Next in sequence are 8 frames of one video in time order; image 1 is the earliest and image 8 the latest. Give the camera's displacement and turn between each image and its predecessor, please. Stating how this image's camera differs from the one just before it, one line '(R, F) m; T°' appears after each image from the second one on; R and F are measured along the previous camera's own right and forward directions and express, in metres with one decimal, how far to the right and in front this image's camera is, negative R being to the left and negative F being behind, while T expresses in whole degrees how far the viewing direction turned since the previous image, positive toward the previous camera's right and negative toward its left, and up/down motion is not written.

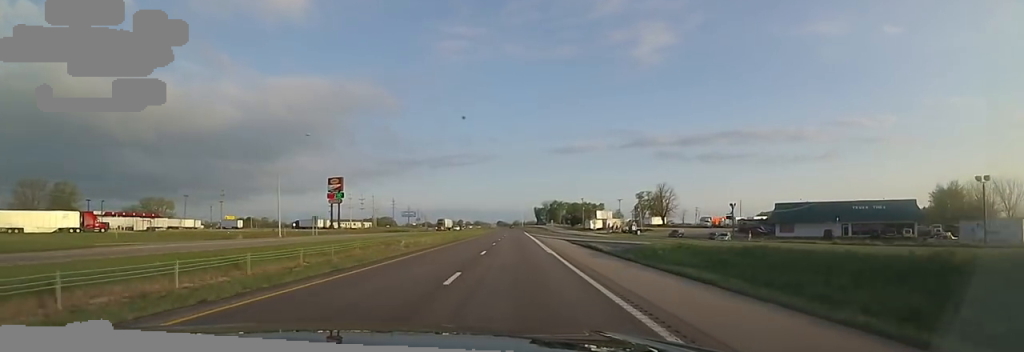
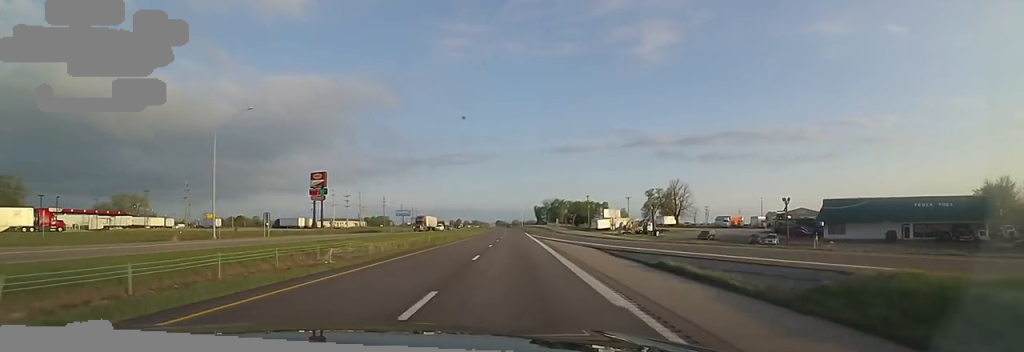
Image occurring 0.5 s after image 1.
(0.0, +16.8) m; 0°
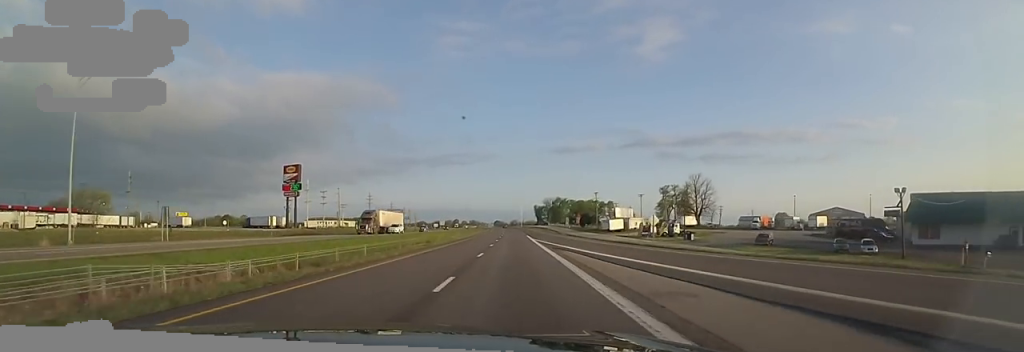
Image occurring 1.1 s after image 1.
(-0.1, +20.8) m; 0°
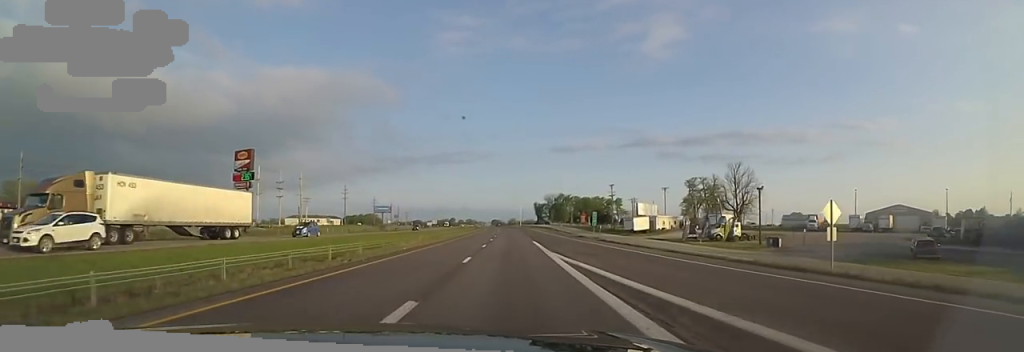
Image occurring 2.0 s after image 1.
(0.0, +28.4) m; +1°
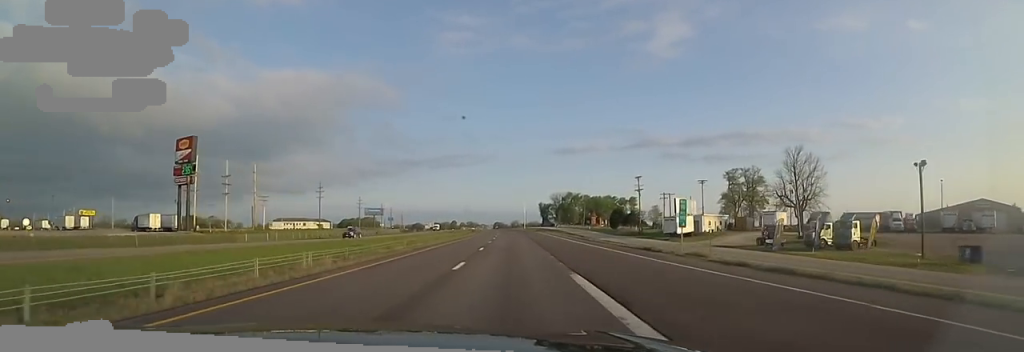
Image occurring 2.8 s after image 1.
(+0.1, +26.3) m; +1°
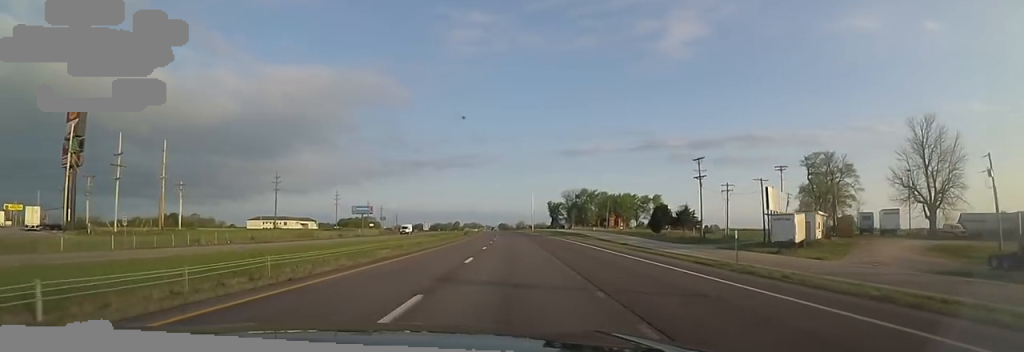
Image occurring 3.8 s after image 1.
(+0.4, +33.3) m; -2°
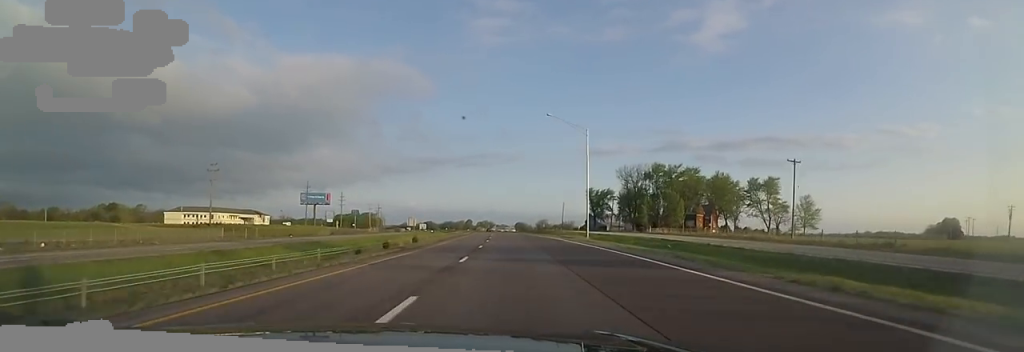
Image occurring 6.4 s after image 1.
(-3.1, +86.4) m; -2°
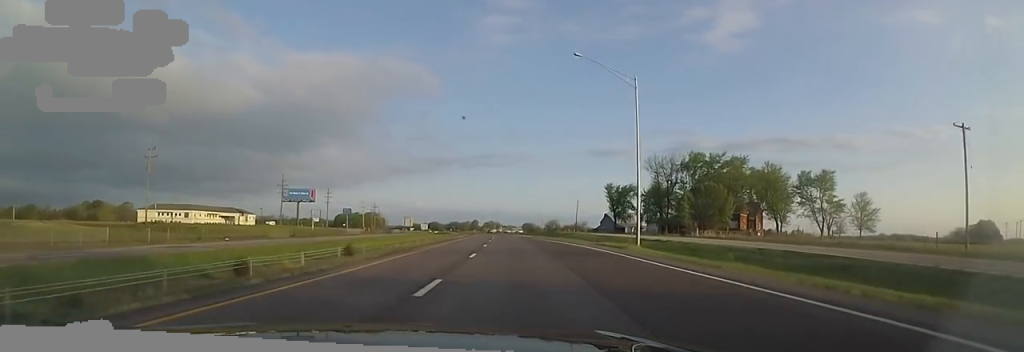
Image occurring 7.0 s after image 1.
(-0.2, +21.8) m; -1°
